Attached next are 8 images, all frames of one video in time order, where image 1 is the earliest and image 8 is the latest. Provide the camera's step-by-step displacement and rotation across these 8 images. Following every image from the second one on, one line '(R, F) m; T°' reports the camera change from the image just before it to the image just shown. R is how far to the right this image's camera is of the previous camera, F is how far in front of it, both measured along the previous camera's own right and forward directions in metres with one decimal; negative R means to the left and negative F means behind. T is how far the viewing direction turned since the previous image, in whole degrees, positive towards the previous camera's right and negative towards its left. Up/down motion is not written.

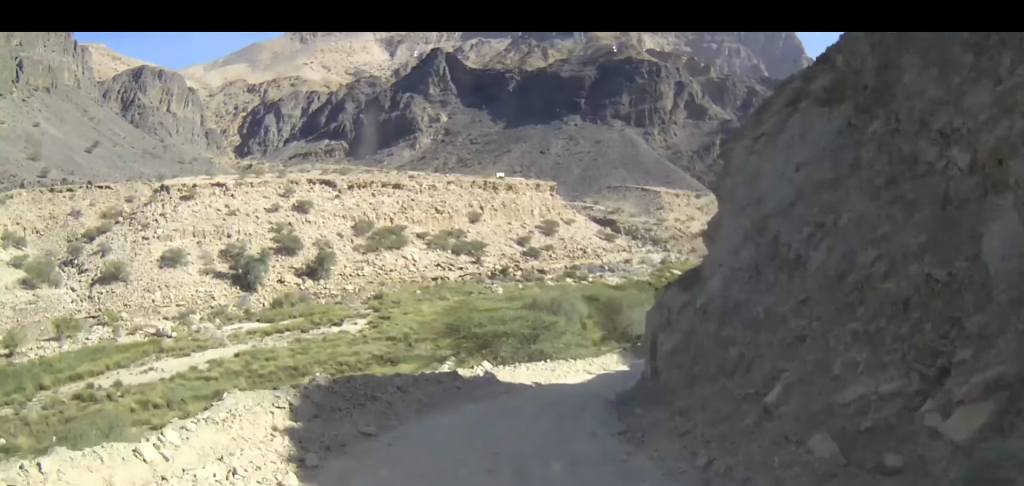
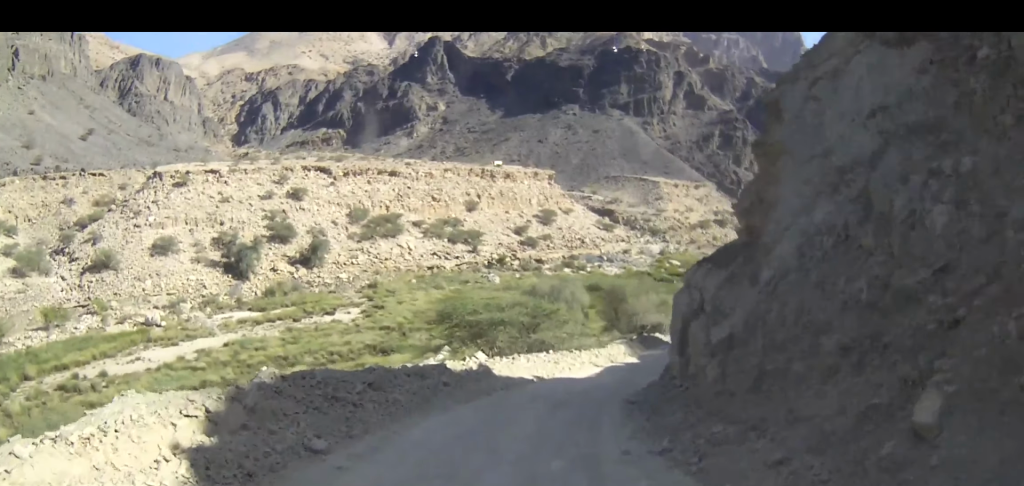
(0.0, +3.1) m; +1°
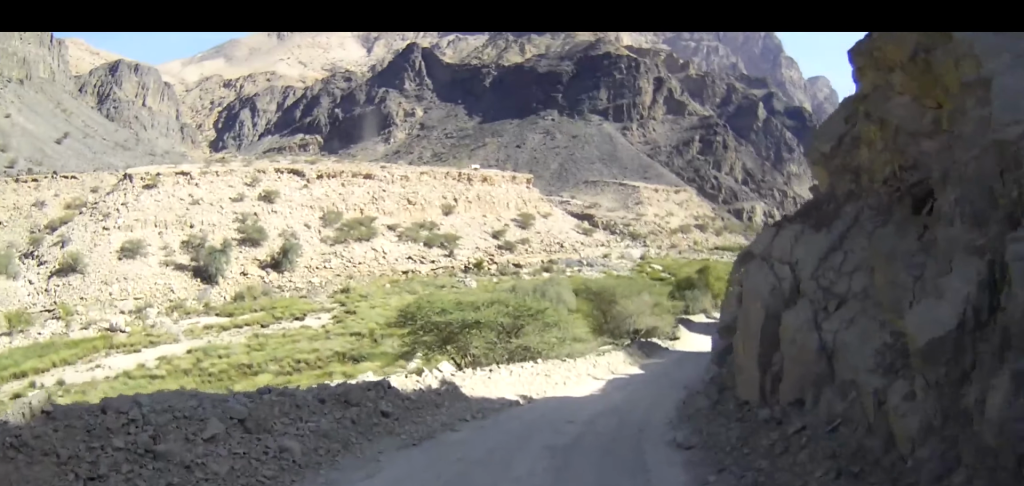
(+0.2, +6.6) m; +4°
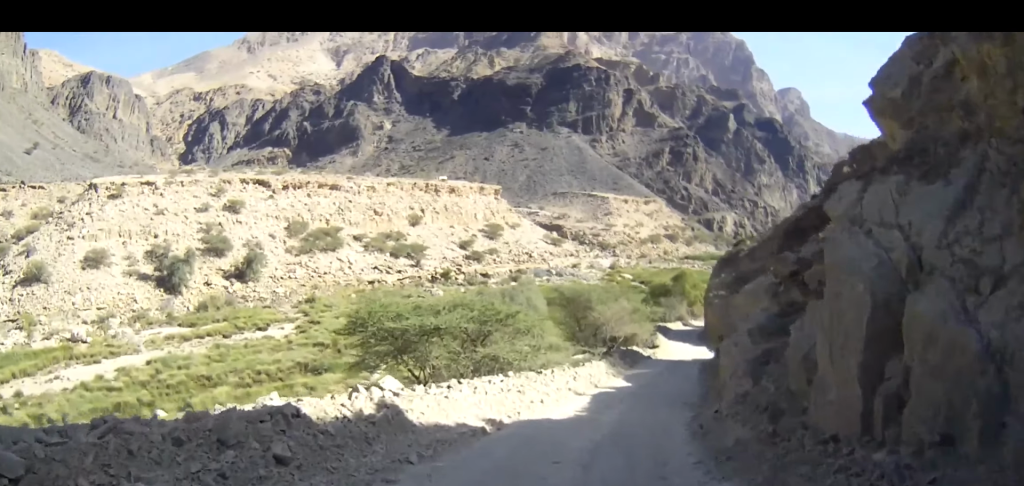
(+0.1, +3.9) m; +3°
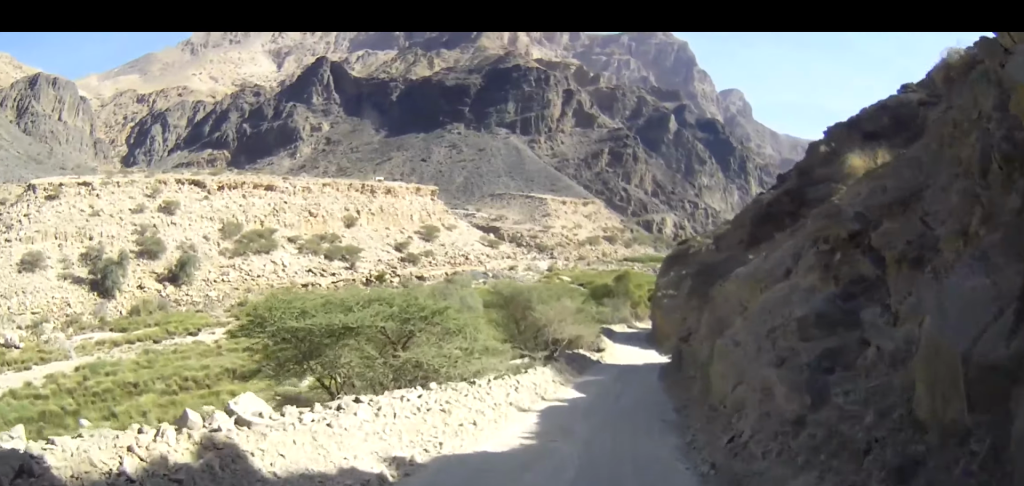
(+0.1, +4.1) m; +5°
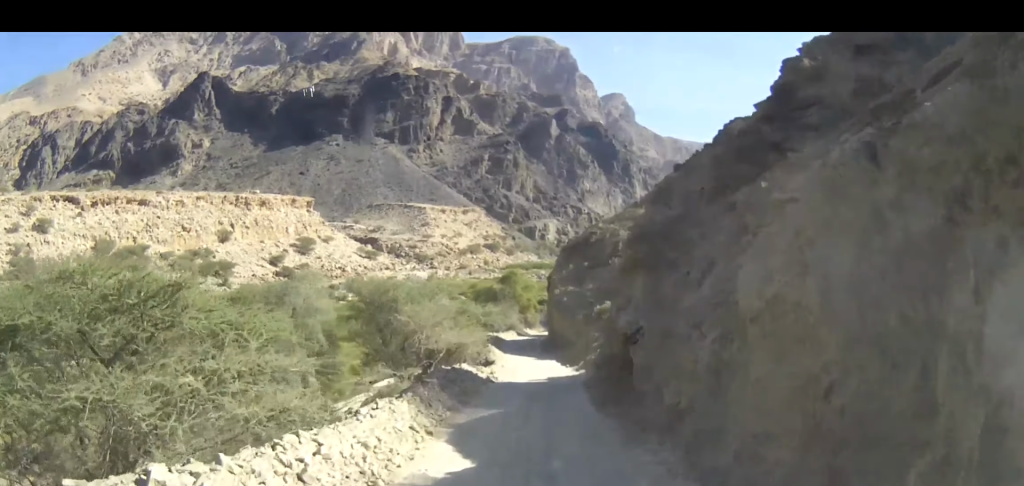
(+1.1, +10.3) m; +10°
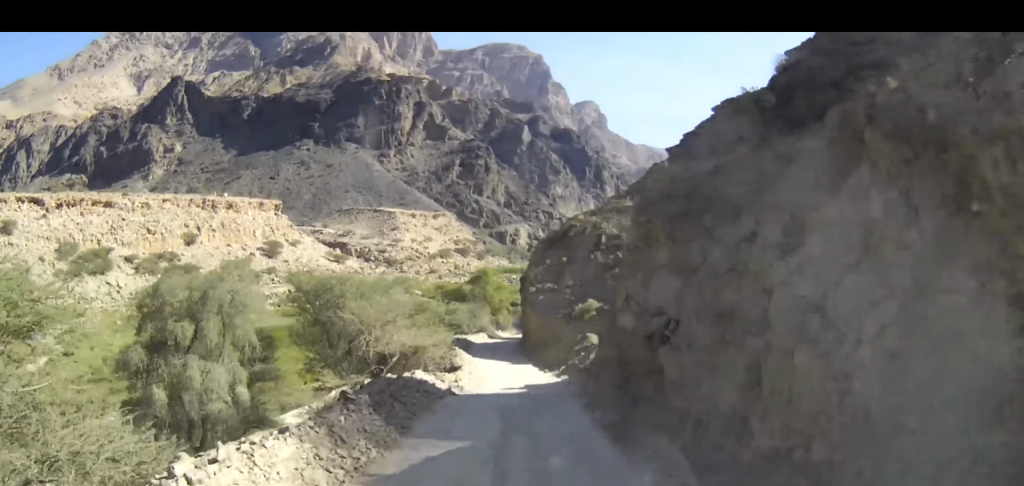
(+0.2, +5.8) m; +2°
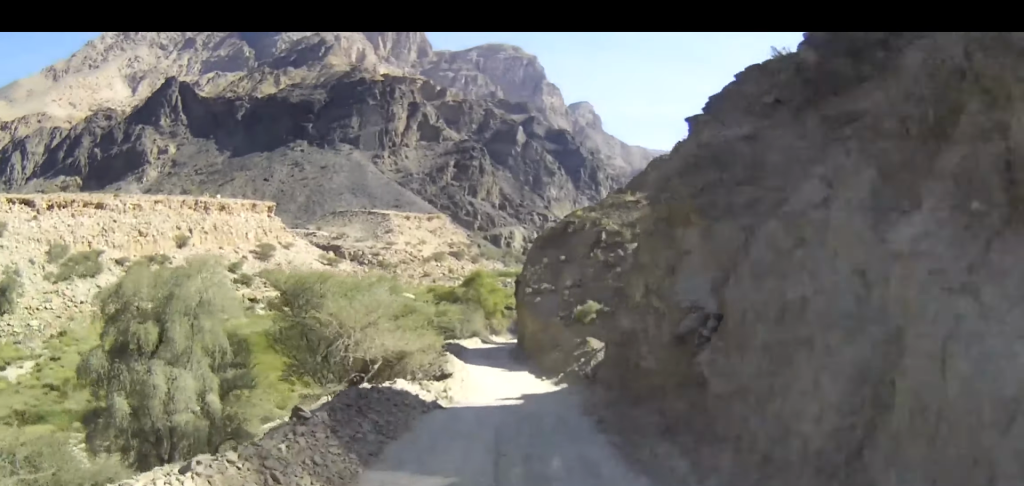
(0.0, +2.5) m; 0°
